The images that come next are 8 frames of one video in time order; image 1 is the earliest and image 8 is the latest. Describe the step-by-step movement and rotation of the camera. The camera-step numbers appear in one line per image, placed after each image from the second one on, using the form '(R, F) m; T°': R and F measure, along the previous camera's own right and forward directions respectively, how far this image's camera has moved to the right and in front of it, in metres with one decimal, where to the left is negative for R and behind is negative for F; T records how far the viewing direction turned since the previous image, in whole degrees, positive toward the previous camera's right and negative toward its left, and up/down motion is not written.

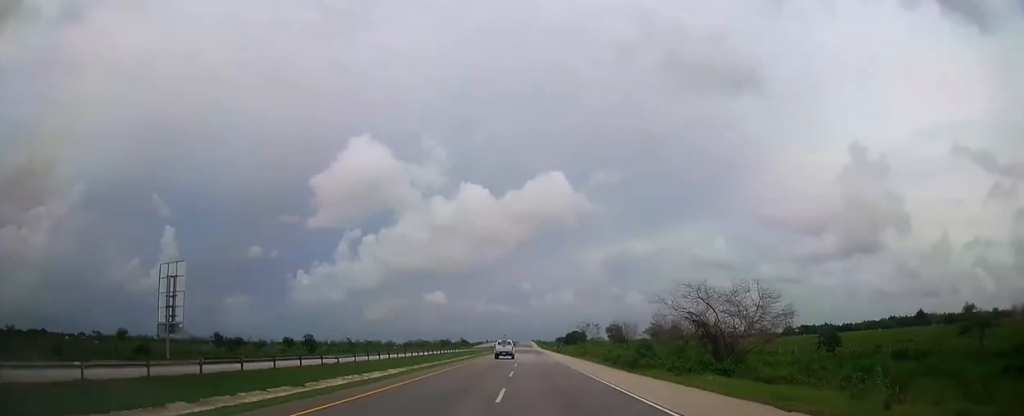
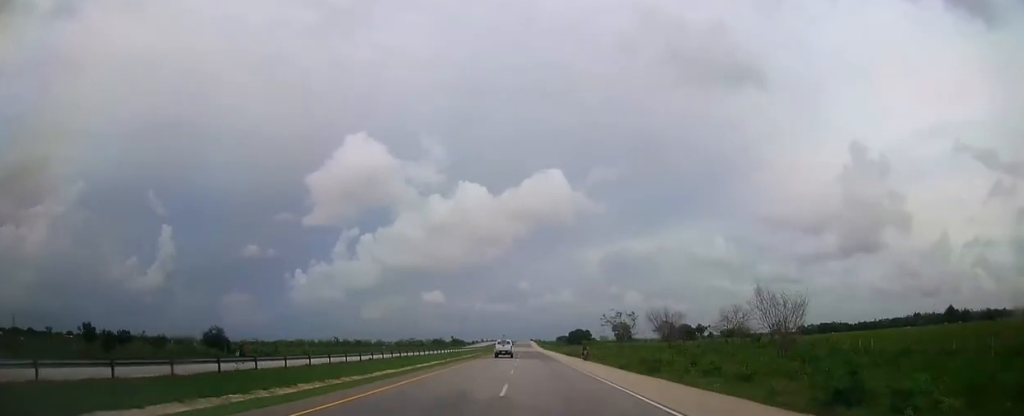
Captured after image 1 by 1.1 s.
(0.0, +37.6) m; 0°
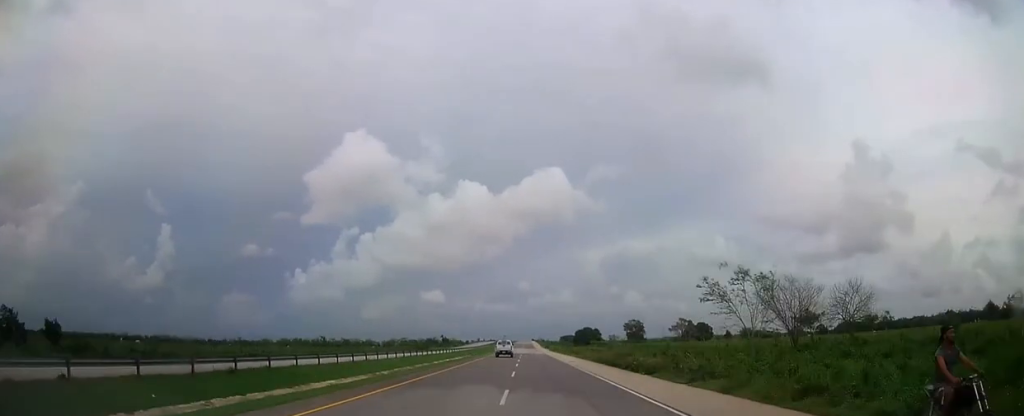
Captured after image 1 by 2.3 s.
(0.0, +41.0) m; 0°
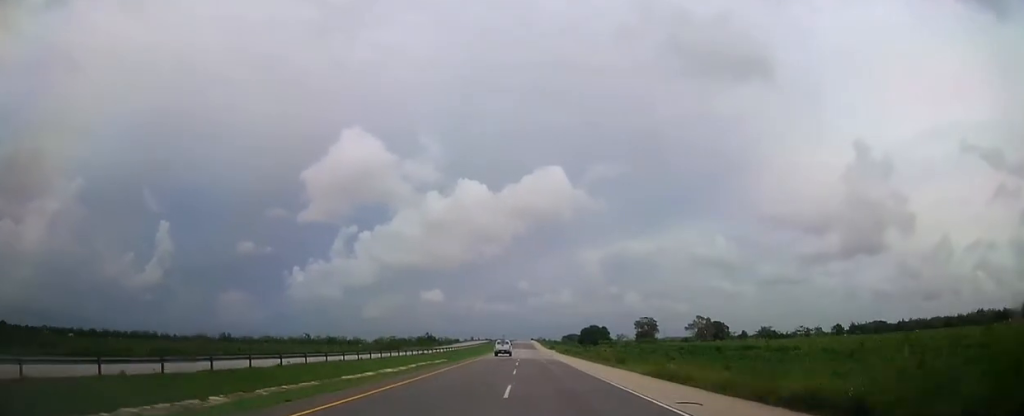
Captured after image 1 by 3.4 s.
(+0.2, +37.5) m; 0°
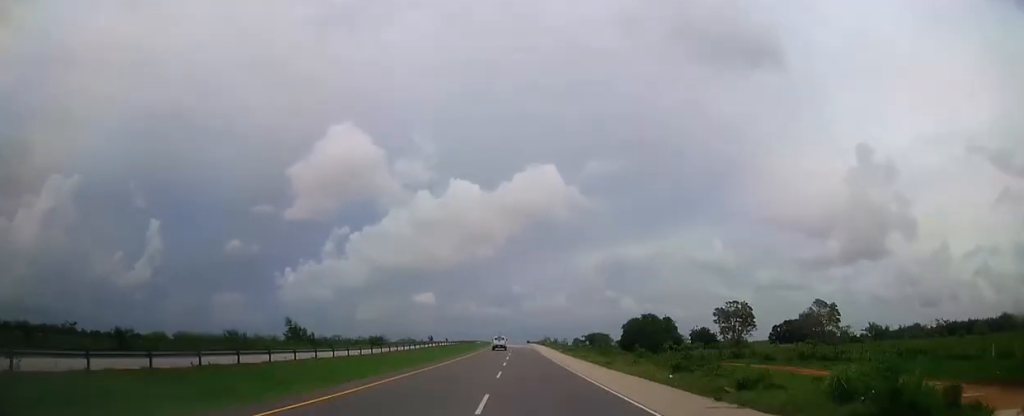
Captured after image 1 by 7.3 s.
(+0.4, +129.5) m; 0°
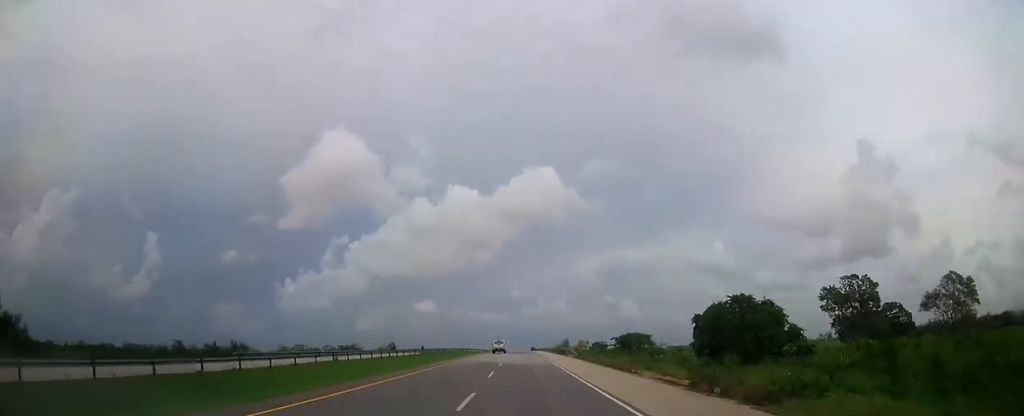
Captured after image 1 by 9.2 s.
(+0.2, +61.2) m; 0°
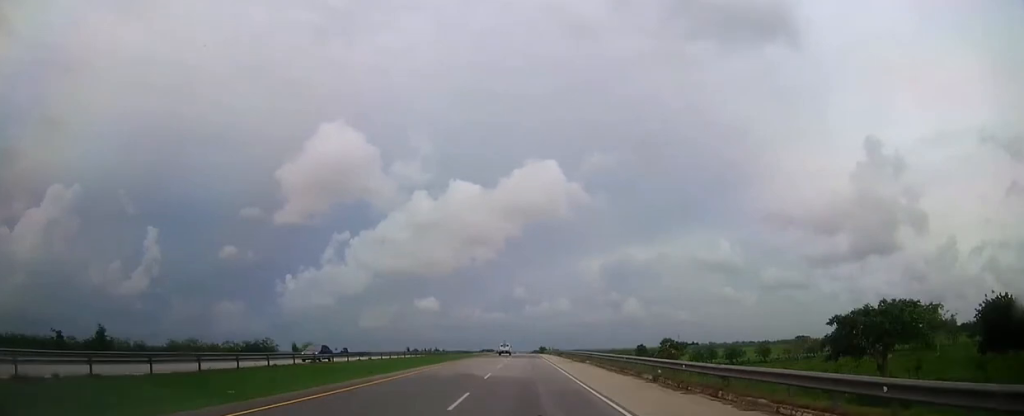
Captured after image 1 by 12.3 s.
(-0.3, +97.5) m; 0°
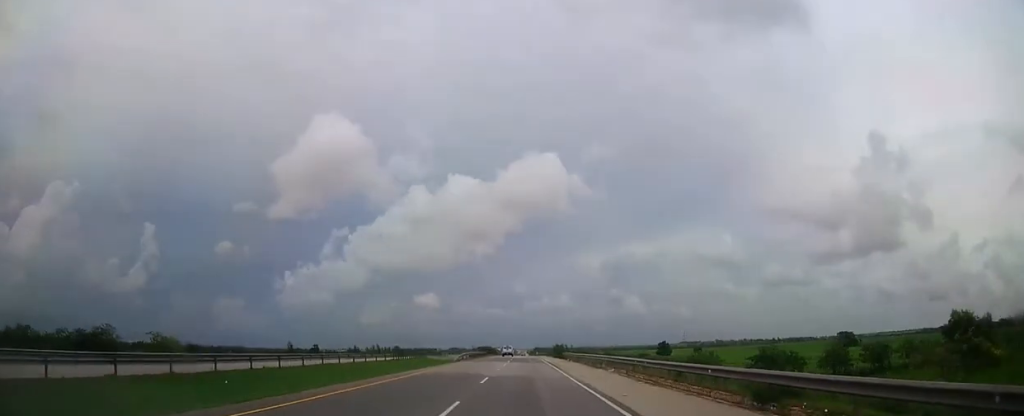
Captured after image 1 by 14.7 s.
(0.0, +75.1) m; 0°
